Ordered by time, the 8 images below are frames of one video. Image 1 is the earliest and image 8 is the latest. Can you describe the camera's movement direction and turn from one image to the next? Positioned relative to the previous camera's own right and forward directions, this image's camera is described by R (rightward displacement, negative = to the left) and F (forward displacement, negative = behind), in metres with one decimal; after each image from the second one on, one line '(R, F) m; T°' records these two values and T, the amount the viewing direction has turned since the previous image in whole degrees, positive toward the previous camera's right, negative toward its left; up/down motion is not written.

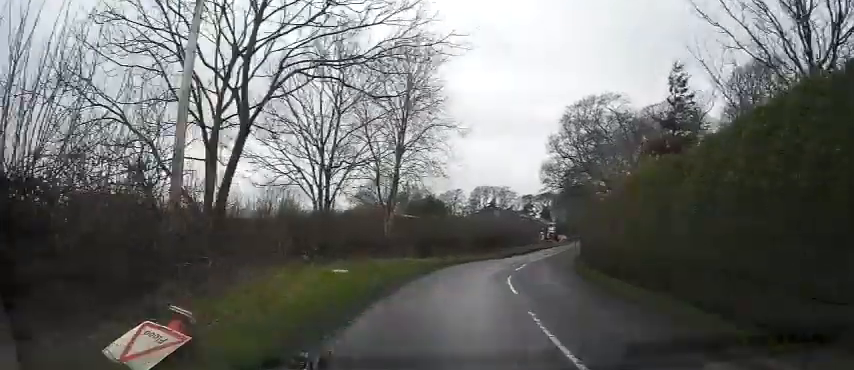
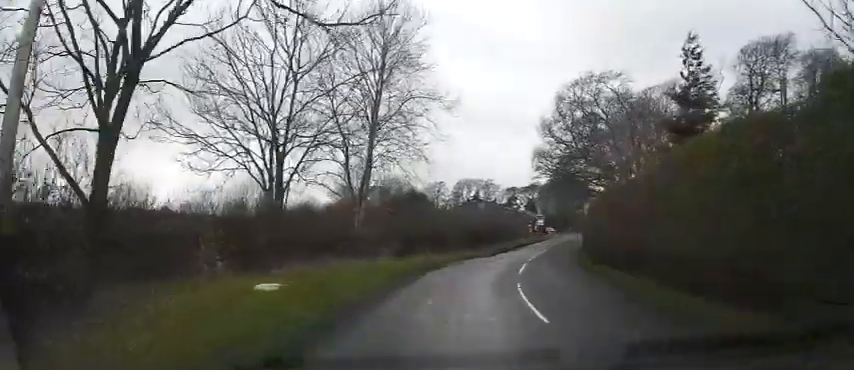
(+0.1, +4.4) m; +2°
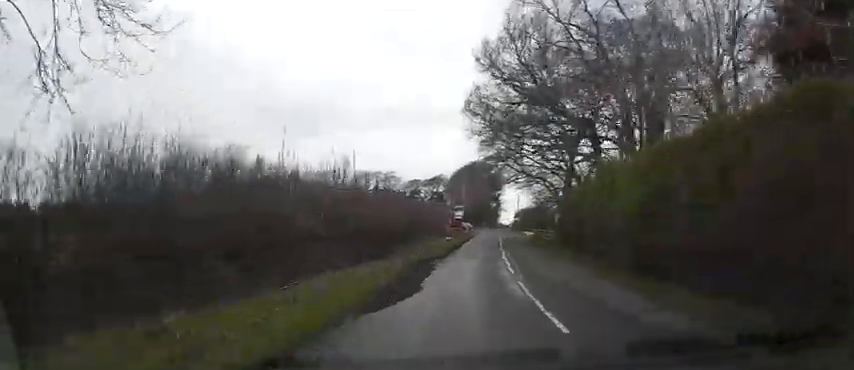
(+1.4, +17.4) m; +11°
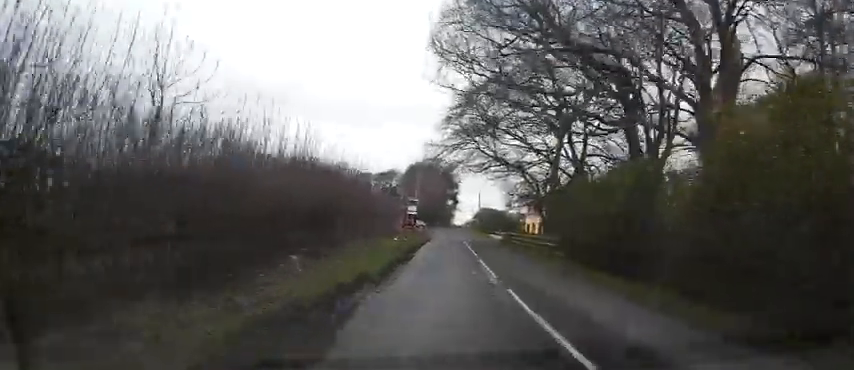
(+0.7, +10.3) m; +6°
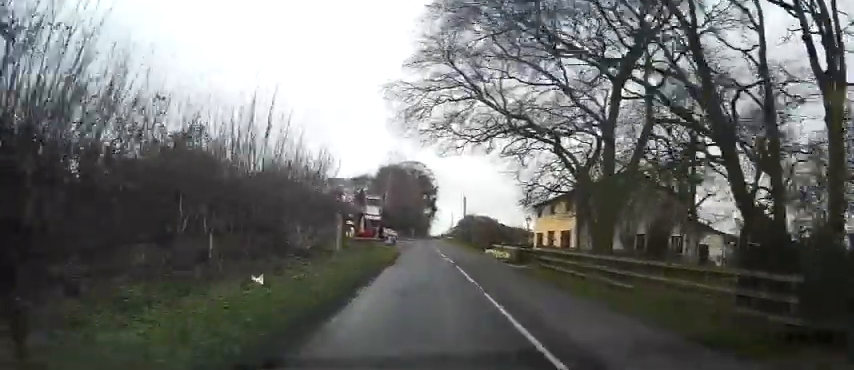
(+1.0, +17.1) m; +6°
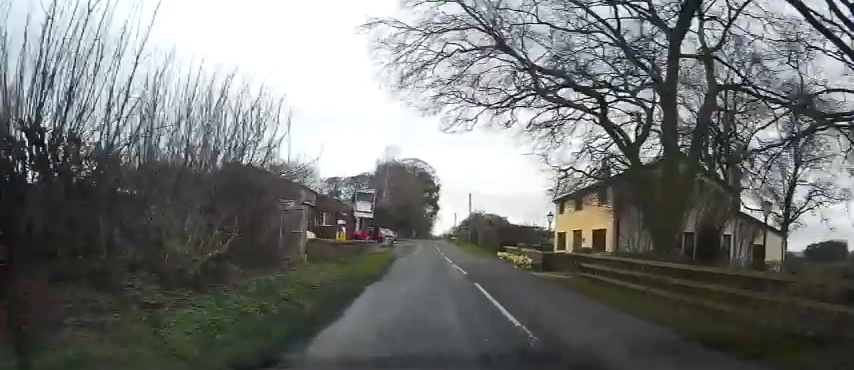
(+0.1, +6.1) m; +1°
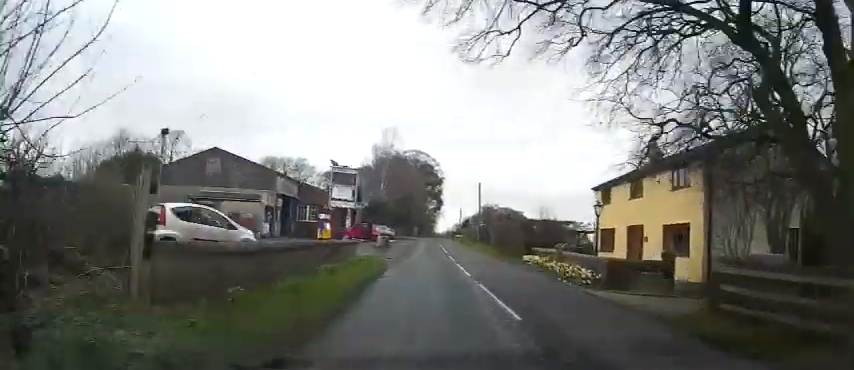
(+0.1, +8.6) m; 0°
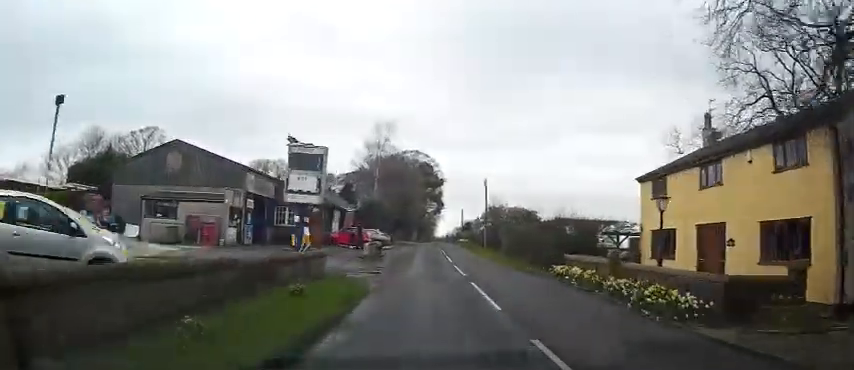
(+0.1, +6.5) m; -1°
